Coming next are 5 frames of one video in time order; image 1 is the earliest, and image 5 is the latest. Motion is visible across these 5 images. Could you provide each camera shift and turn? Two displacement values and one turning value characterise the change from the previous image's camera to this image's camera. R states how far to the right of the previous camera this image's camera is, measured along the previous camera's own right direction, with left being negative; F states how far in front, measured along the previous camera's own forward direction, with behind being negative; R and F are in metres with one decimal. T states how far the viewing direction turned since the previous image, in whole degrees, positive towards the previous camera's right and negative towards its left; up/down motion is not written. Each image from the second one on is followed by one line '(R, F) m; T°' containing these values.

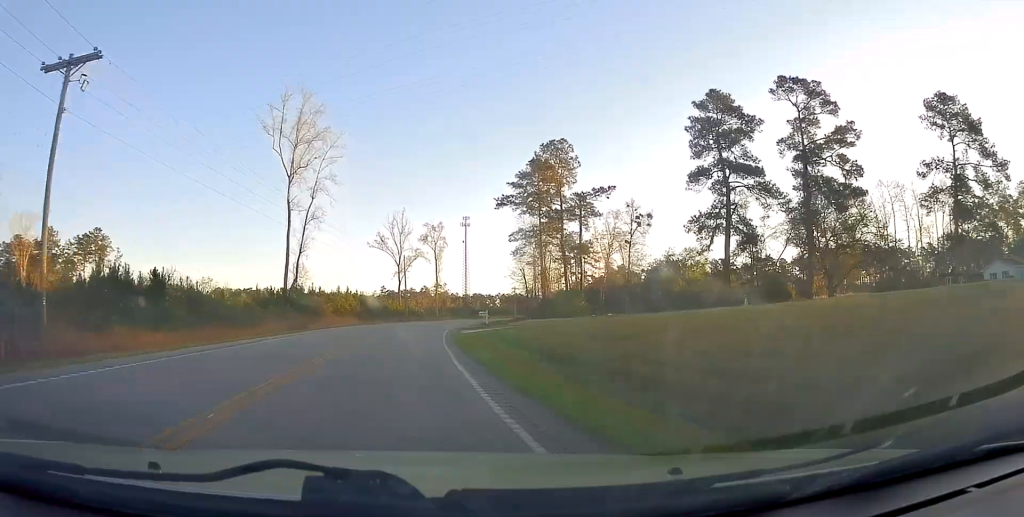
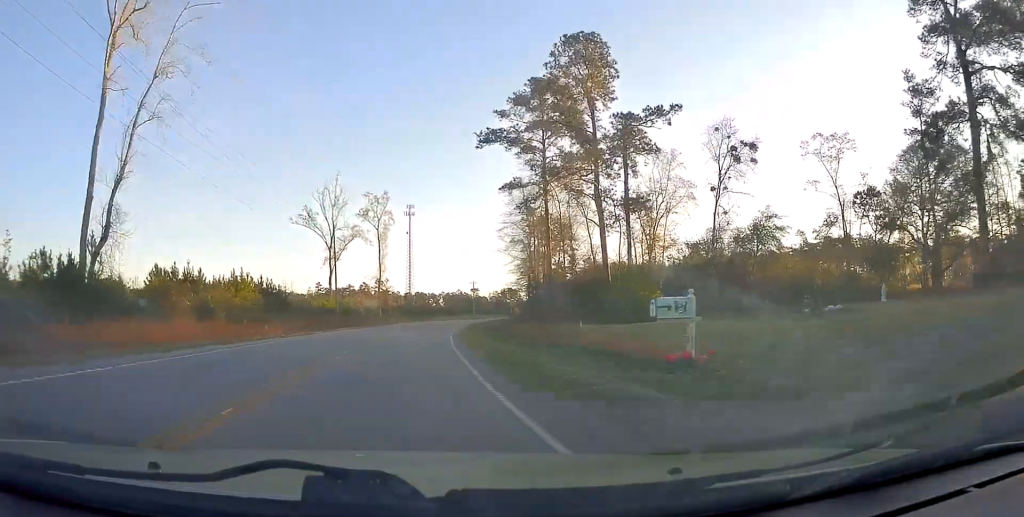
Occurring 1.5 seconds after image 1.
(-0.1, +36.7) m; +1°
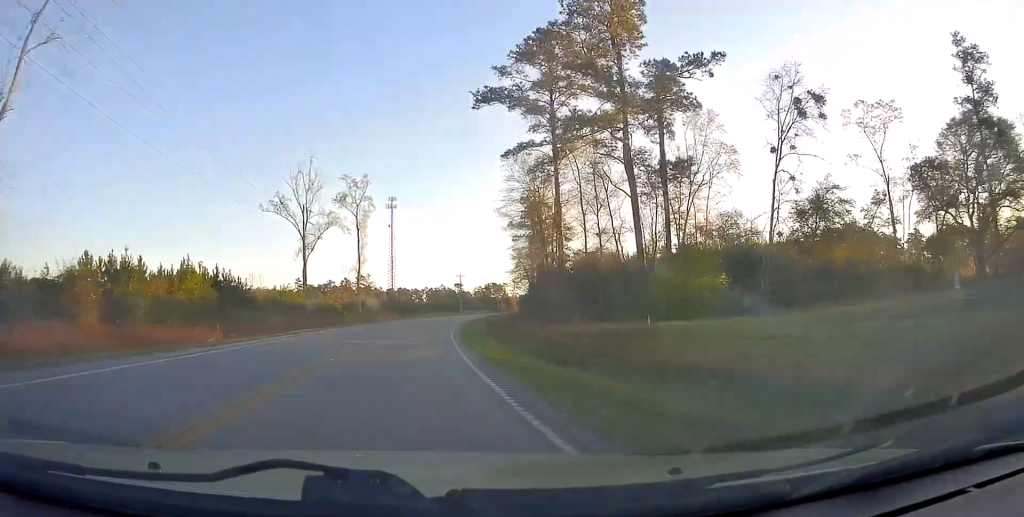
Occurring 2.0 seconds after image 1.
(+0.2, +11.0) m; +1°
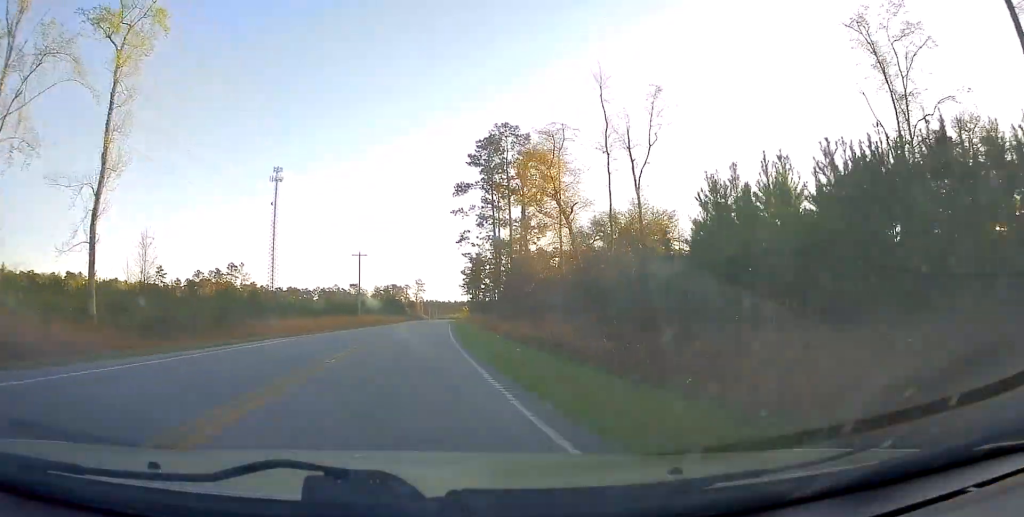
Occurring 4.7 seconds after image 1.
(+4.9, +63.6) m; +10°
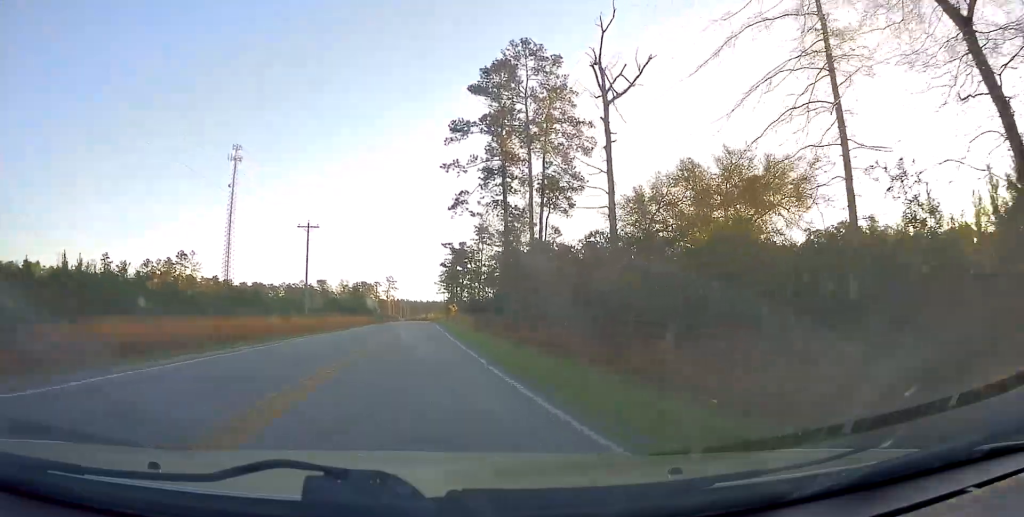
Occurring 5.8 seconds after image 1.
(+1.0, +26.1) m; +4°
